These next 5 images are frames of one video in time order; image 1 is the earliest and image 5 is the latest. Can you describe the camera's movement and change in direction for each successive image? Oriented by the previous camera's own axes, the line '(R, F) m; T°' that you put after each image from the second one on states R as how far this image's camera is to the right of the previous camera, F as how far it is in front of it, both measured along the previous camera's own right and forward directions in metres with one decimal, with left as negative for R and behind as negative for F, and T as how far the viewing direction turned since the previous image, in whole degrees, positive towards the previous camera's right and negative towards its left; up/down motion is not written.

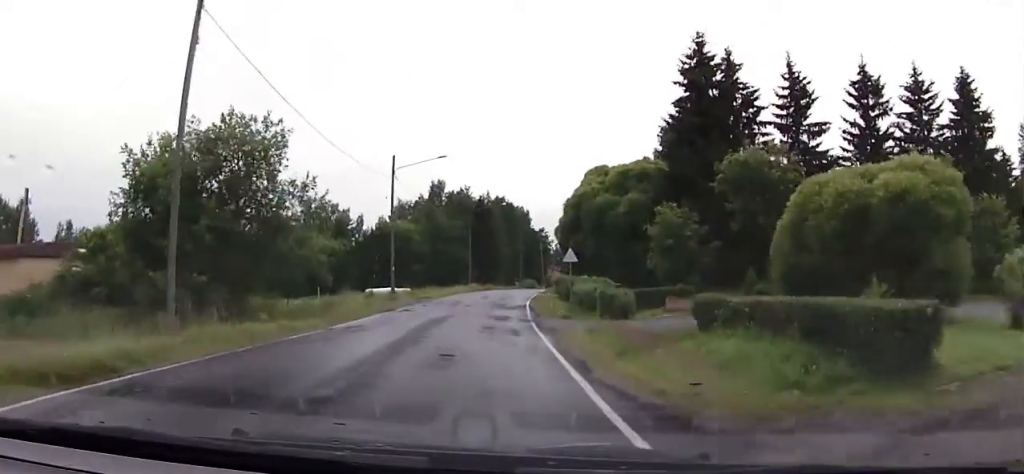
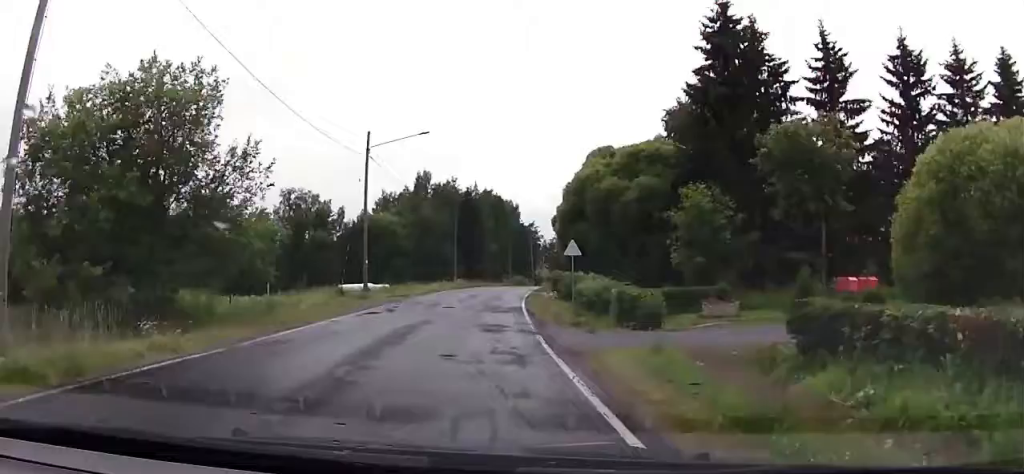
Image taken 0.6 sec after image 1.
(0.0, +5.8) m; +2°
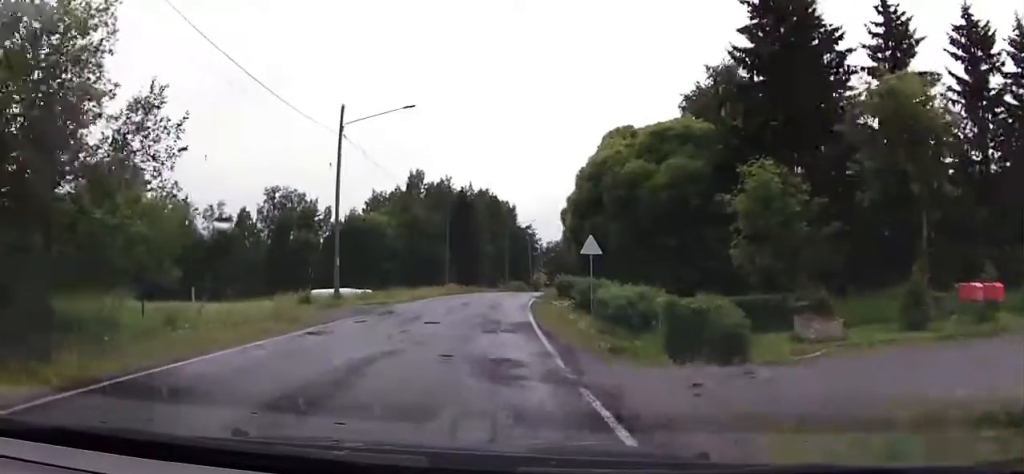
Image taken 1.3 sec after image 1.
(+0.1, +6.5) m; +2°
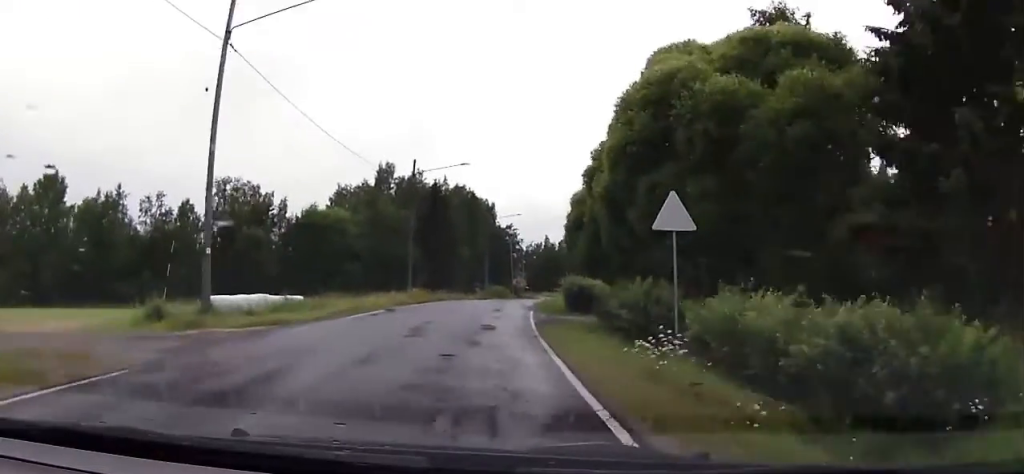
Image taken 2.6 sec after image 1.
(+0.2, +13.1) m; +1°
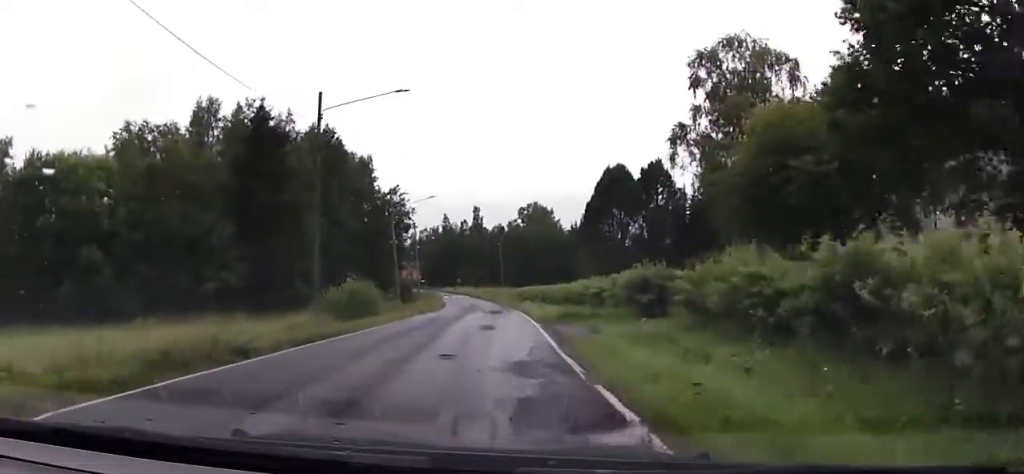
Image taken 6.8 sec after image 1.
(+2.4, +45.6) m; +6°
